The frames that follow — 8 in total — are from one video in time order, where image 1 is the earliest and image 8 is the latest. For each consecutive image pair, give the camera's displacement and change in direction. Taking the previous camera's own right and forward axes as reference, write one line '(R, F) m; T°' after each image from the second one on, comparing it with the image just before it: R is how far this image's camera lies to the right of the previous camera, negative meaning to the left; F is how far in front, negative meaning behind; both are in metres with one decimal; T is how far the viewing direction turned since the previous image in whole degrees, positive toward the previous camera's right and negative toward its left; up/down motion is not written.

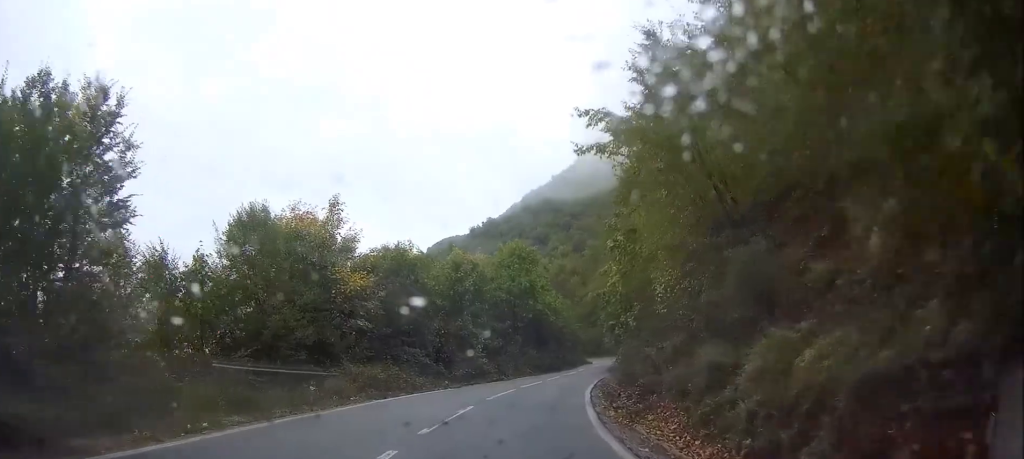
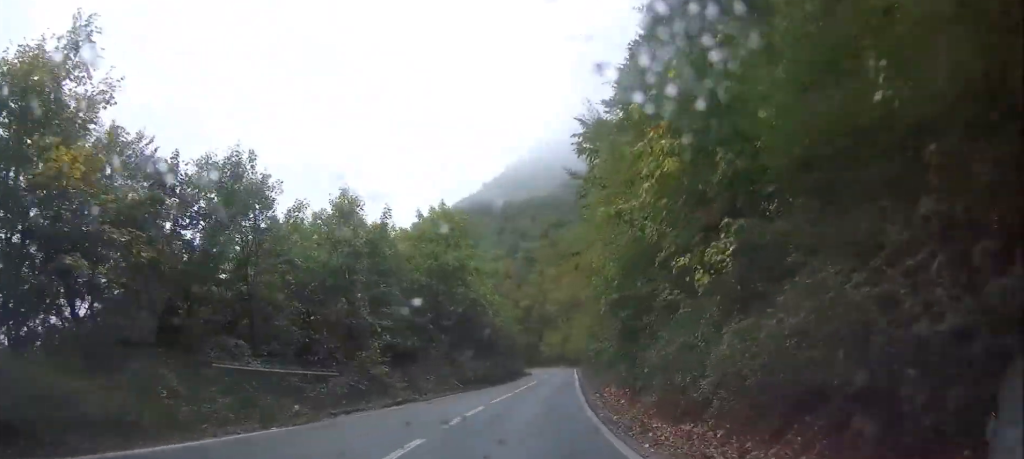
(+1.0, +18.4) m; +7°
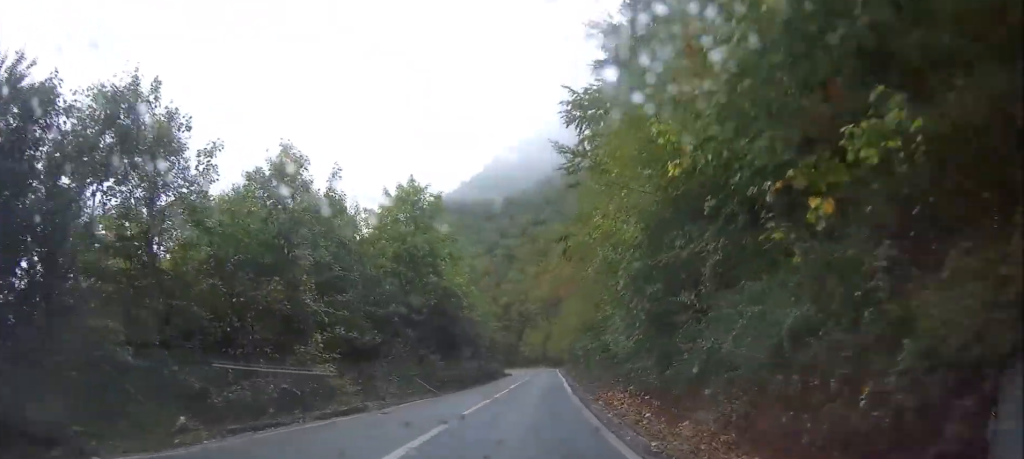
(+0.4, +6.2) m; +2°
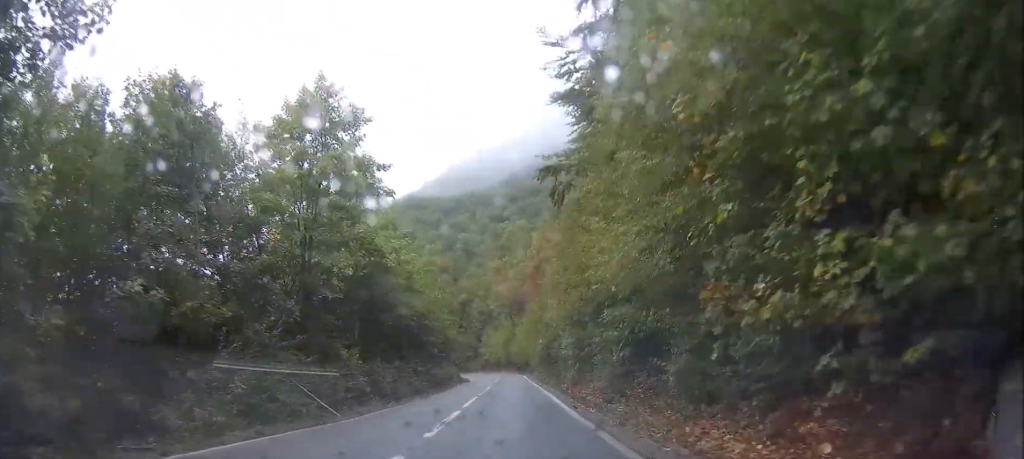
(+0.8, +16.0) m; +3°
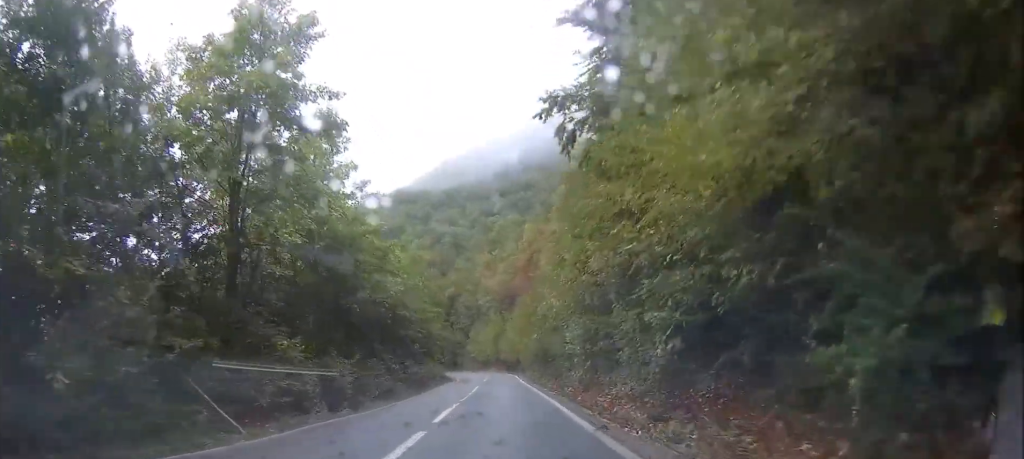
(+0.1, +7.2) m; +1°
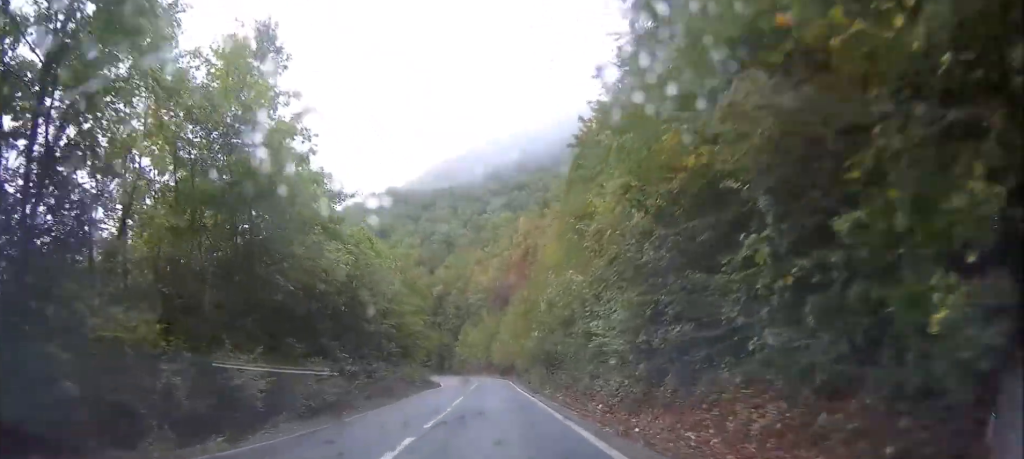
(0.0, +10.3) m; 0°
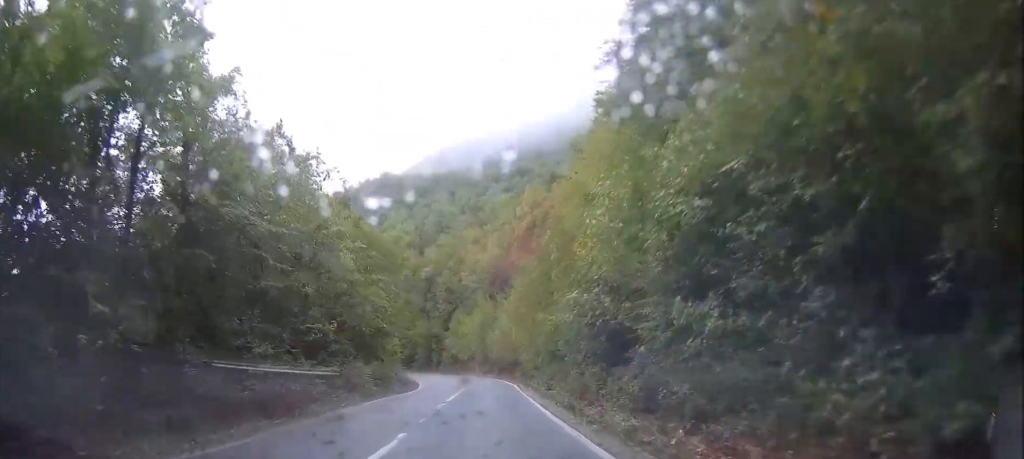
(-0.2, +19.3) m; -1°
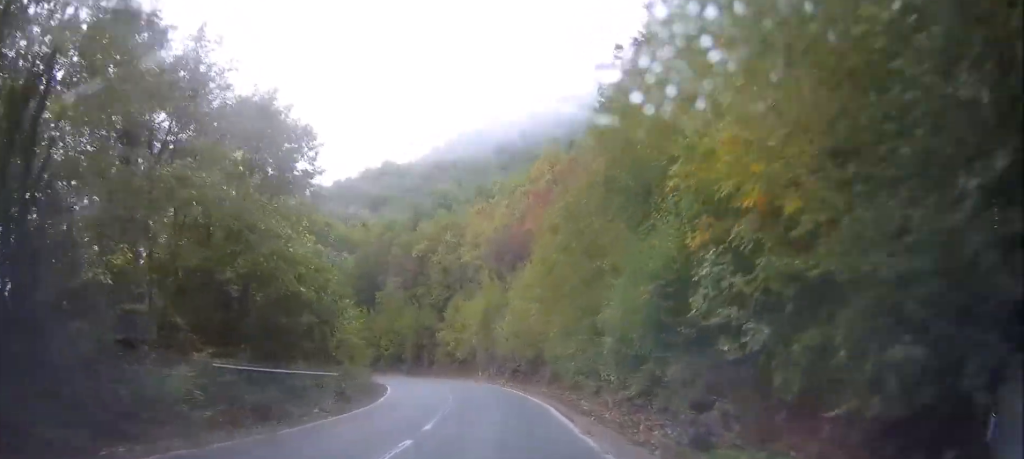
(-0.2, +20.7) m; -1°
